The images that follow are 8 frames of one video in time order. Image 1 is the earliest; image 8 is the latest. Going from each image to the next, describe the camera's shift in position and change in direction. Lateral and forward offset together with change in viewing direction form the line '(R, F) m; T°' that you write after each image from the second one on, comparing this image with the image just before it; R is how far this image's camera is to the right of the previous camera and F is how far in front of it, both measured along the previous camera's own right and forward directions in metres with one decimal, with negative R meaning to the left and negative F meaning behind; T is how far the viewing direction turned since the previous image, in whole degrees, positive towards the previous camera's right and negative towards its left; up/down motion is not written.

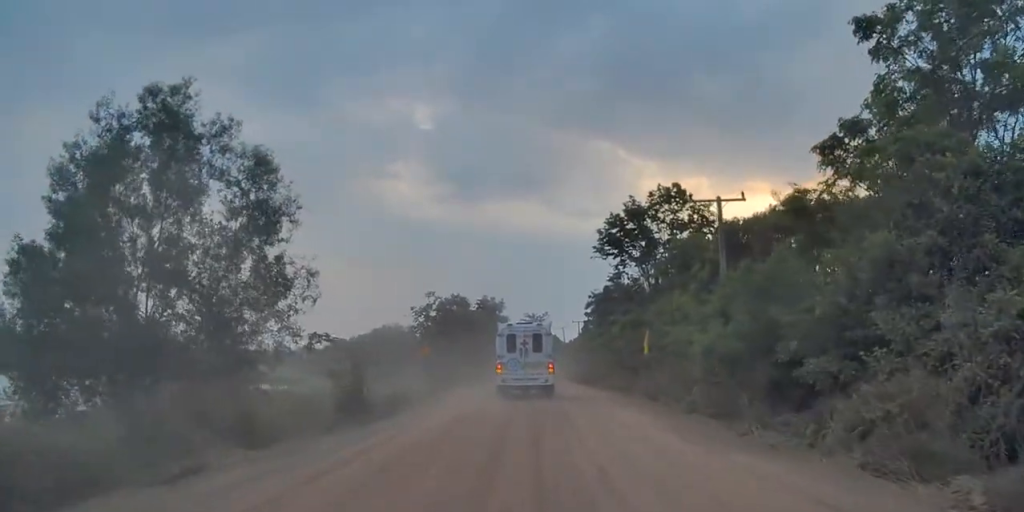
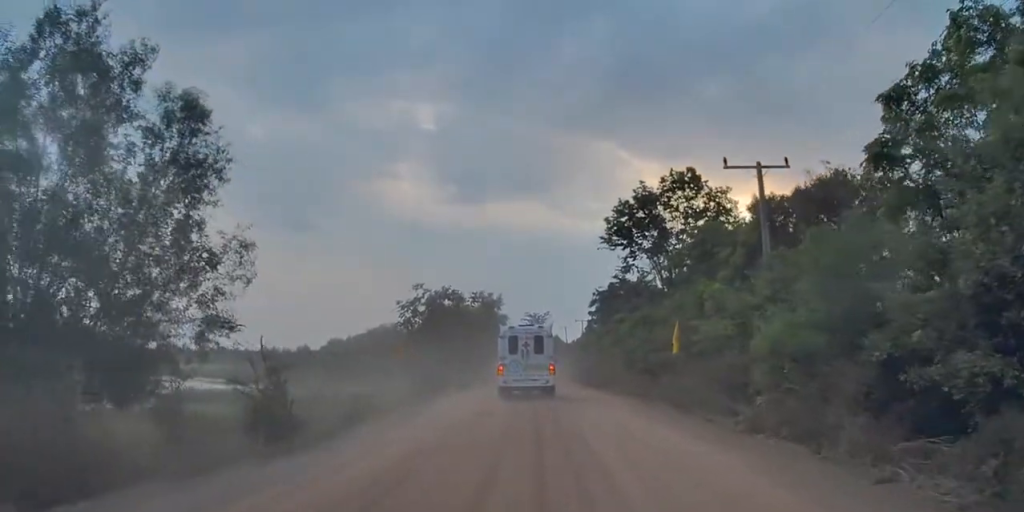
(0.0, +4.5) m; -1°
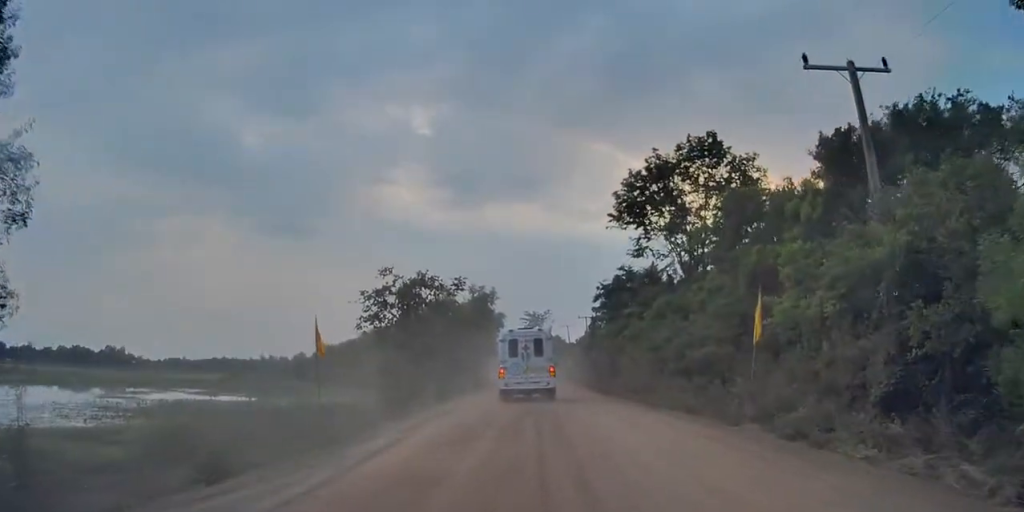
(-0.2, +6.9) m; -3°
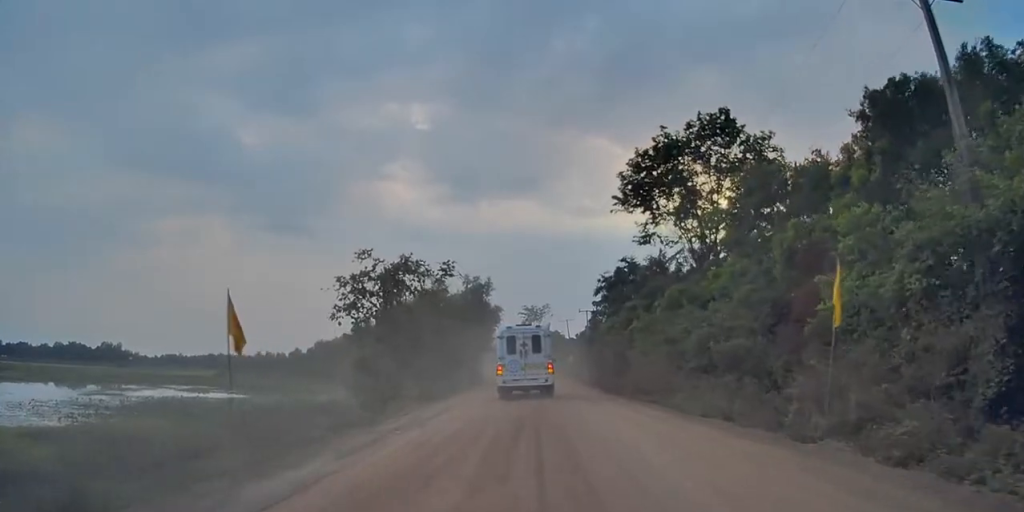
(0.0, +3.3) m; 0°
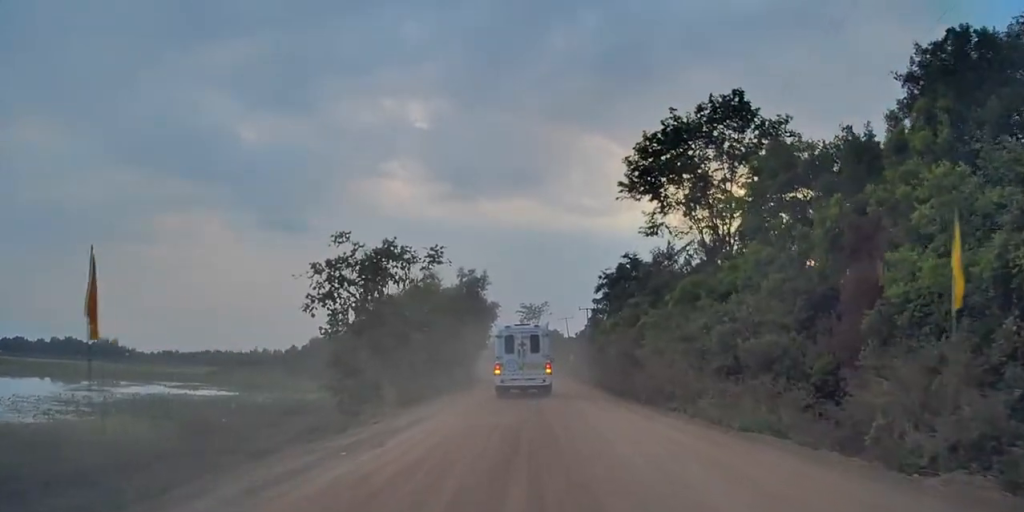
(0.0, +2.8) m; 0°
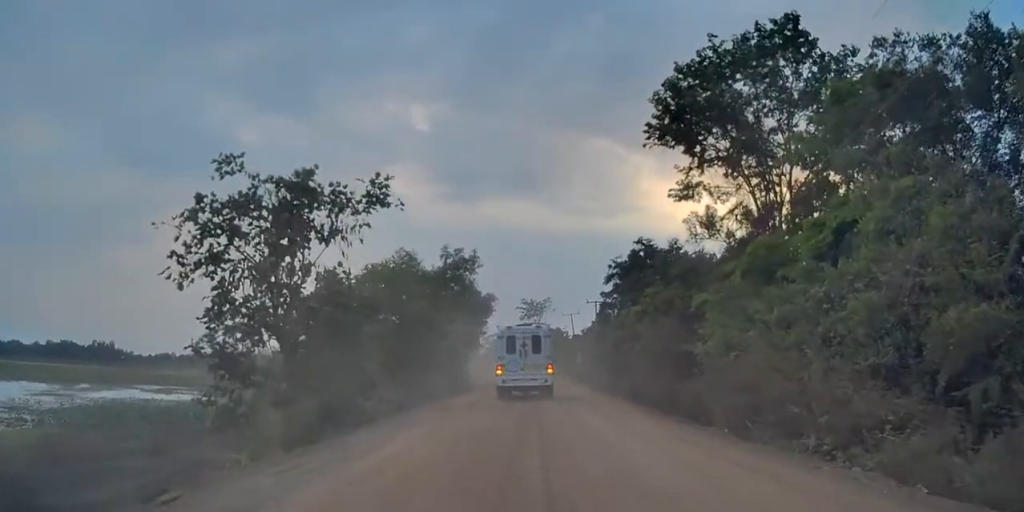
(-0.1, +8.1) m; -3°
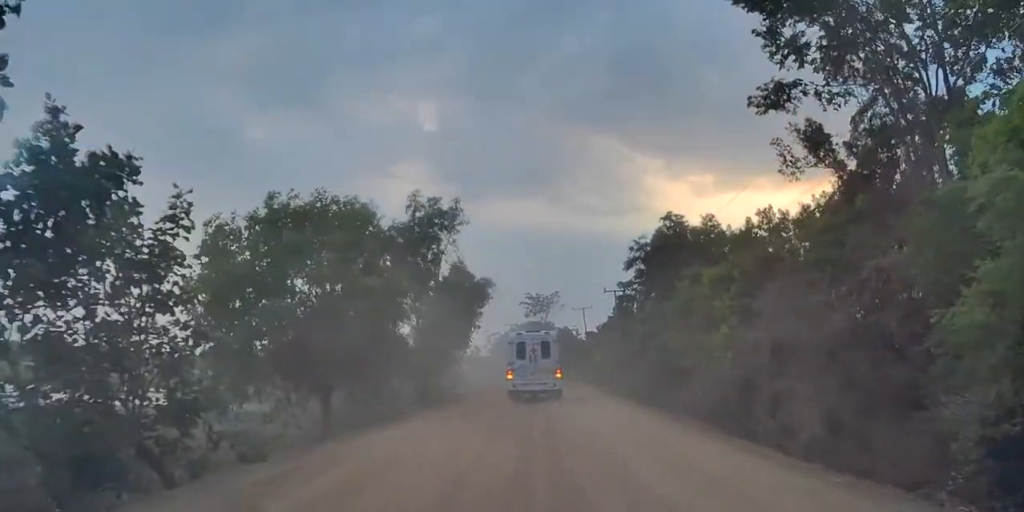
(-0.1, +10.7) m; -1°
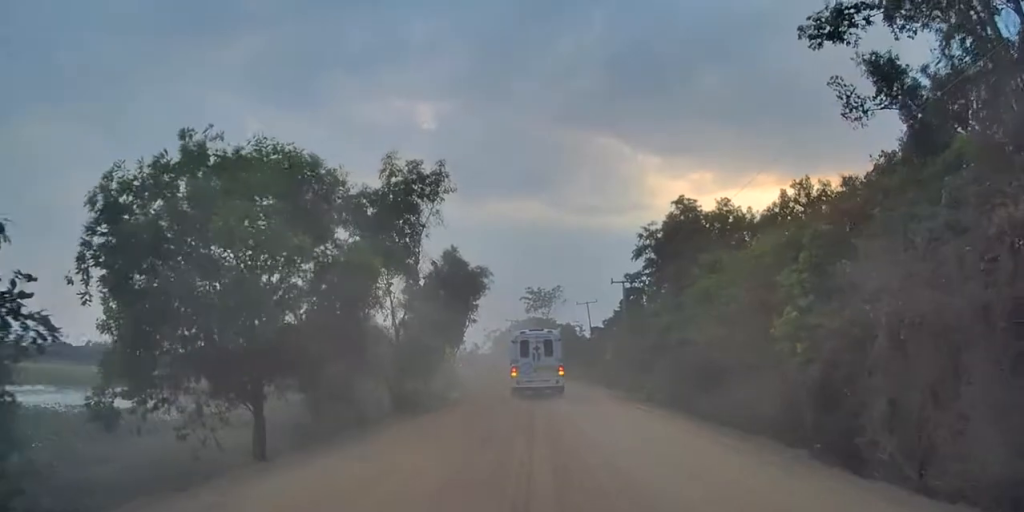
(-0.2, +4.6) m; -1°
